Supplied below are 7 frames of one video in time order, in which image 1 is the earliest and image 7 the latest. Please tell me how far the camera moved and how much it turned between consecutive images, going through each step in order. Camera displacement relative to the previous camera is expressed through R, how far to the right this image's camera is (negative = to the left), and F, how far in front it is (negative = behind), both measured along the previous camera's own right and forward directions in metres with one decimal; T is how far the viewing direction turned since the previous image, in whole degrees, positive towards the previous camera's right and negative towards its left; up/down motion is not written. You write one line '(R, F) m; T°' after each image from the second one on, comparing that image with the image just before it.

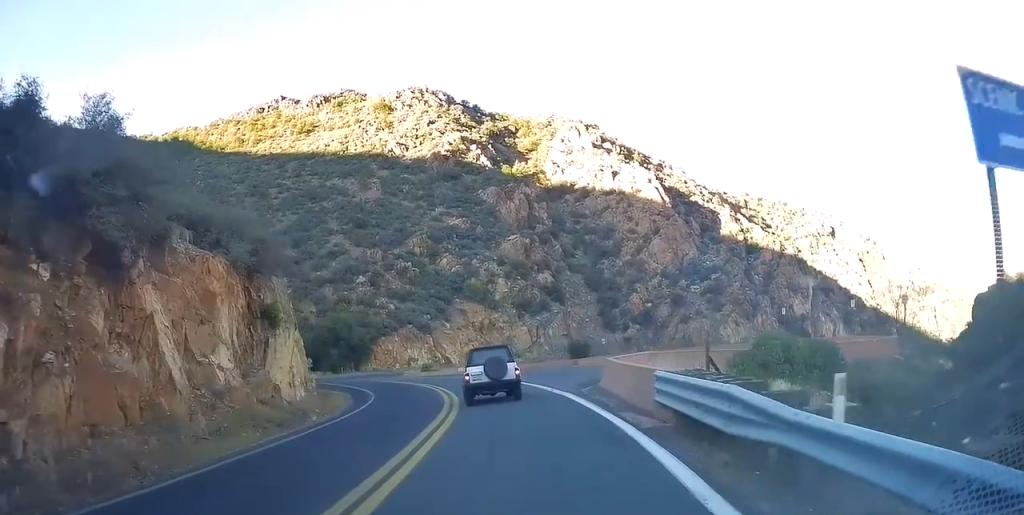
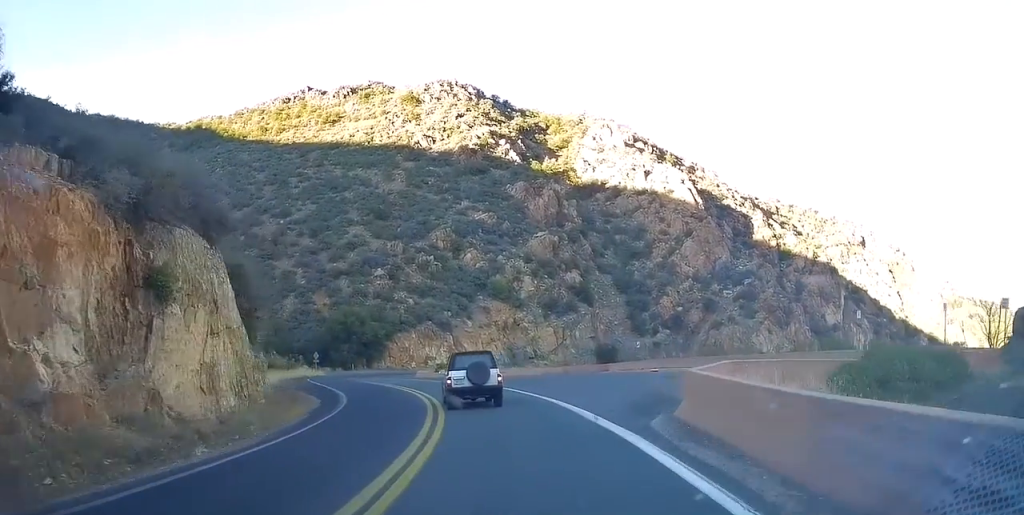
(+0.5, +8.1) m; 0°
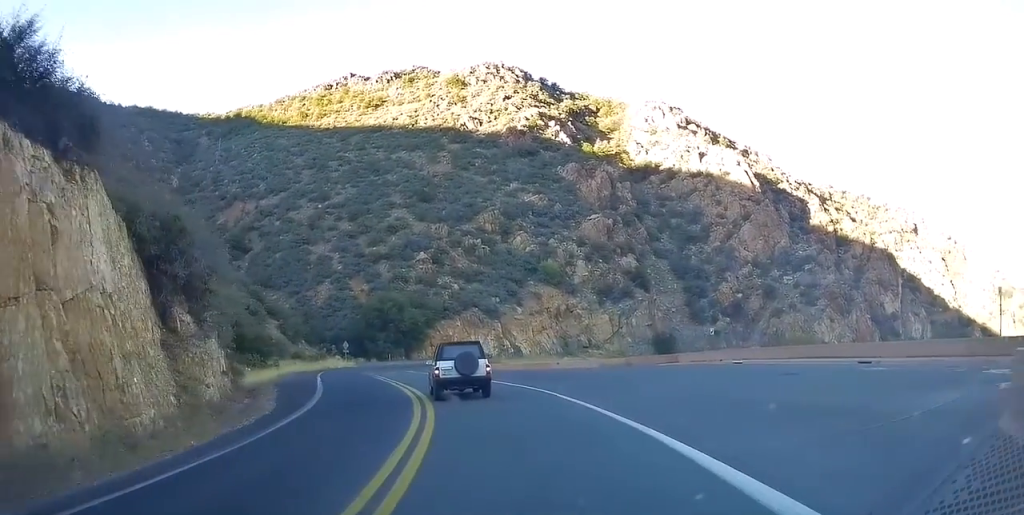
(-0.6, +9.6) m; -7°
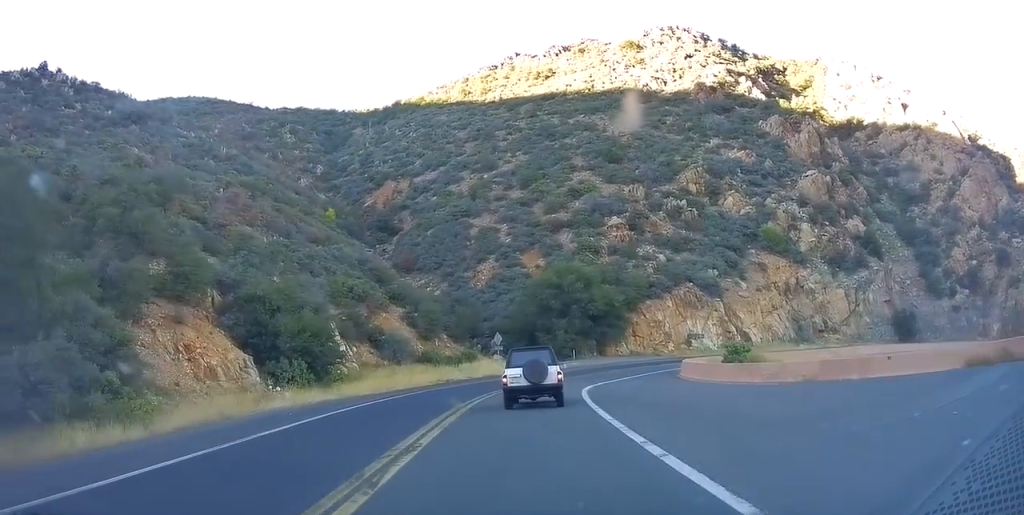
(-5.7, +30.6) m; -17°
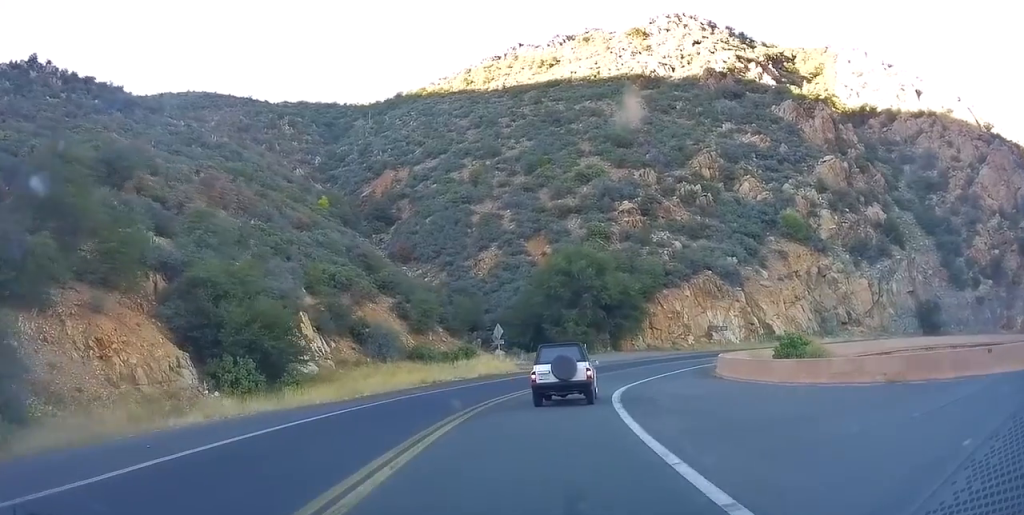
(-0.2, +7.7) m; -2°
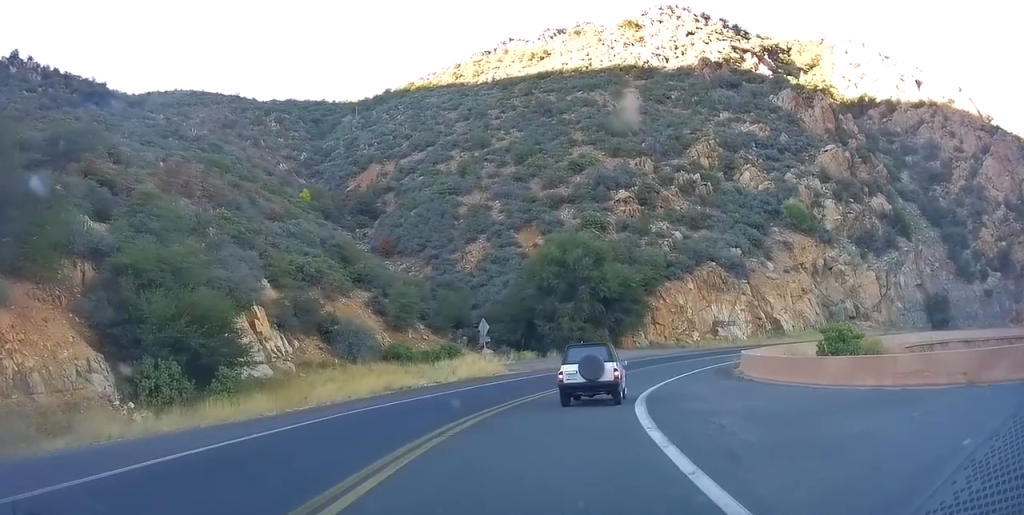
(0.0, +6.0) m; +2°
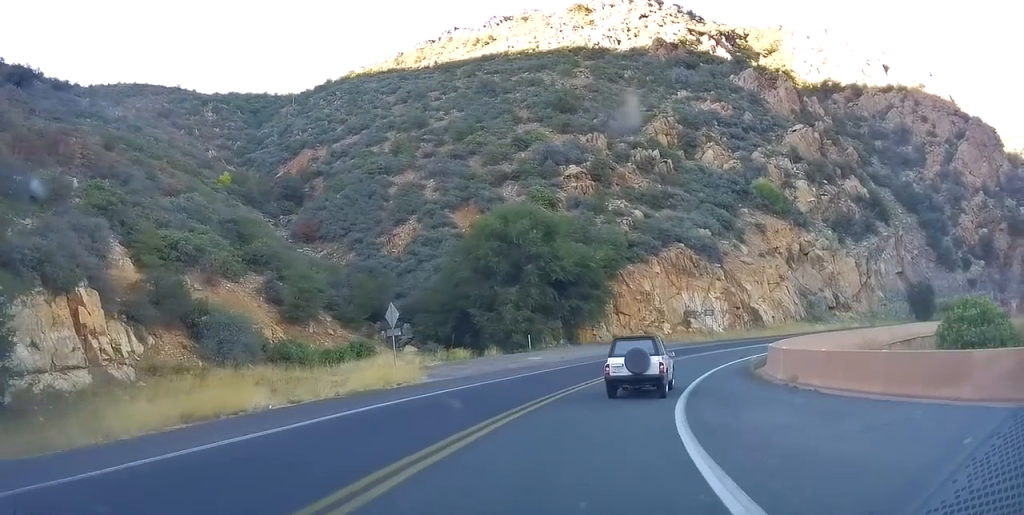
(+0.6, +11.6) m; +8°
